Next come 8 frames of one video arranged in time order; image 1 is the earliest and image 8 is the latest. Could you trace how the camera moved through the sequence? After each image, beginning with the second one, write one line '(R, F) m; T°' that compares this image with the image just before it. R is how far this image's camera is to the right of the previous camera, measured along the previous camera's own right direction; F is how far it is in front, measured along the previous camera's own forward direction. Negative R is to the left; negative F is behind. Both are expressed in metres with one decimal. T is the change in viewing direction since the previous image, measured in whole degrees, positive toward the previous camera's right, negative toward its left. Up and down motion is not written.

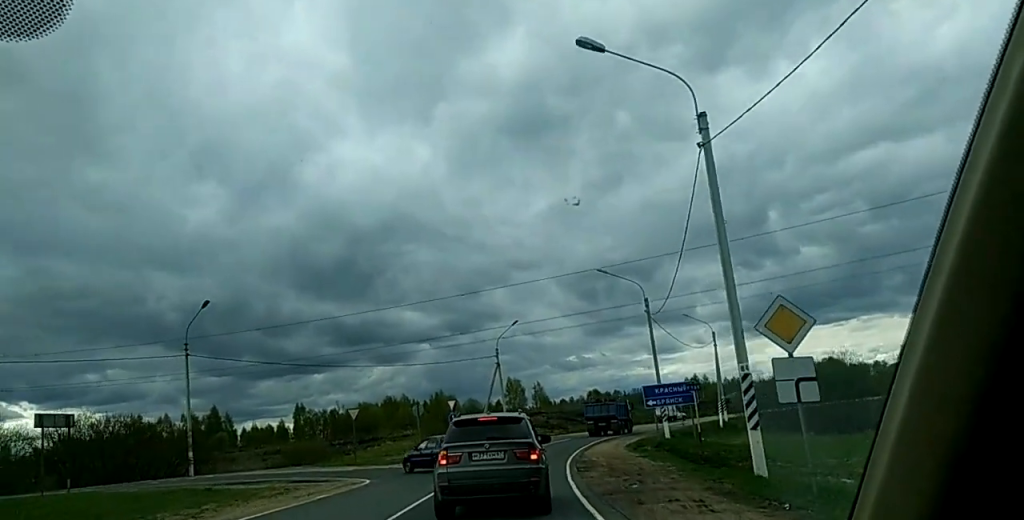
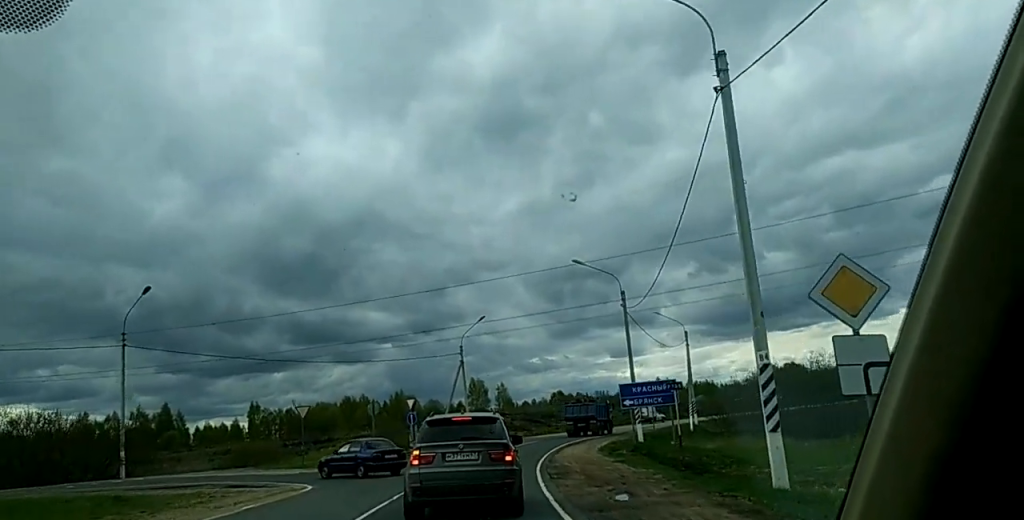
(+0.3, +3.3) m; +2°
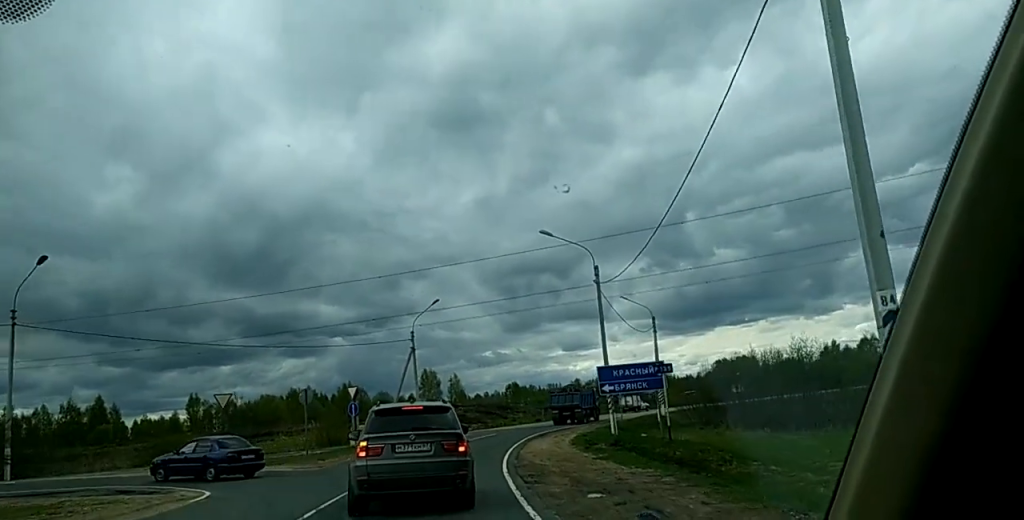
(+0.3, +5.5) m; +3°
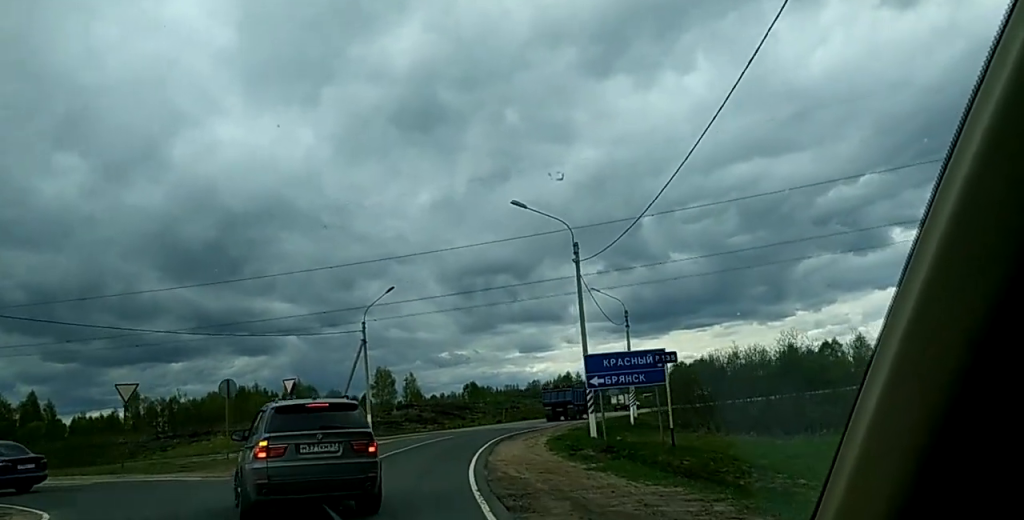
(0.0, +5.3) m; +1°
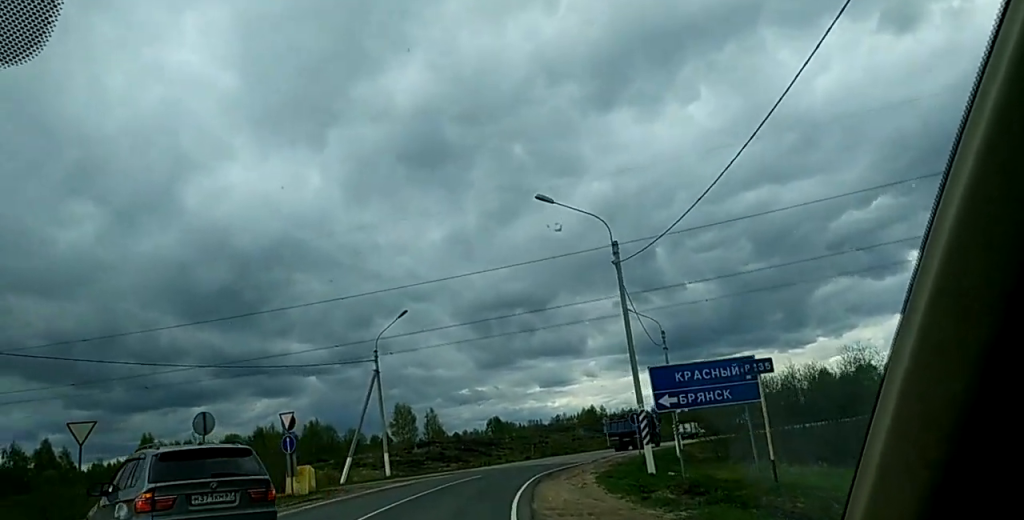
(+0.1, +5.0) m; -2°
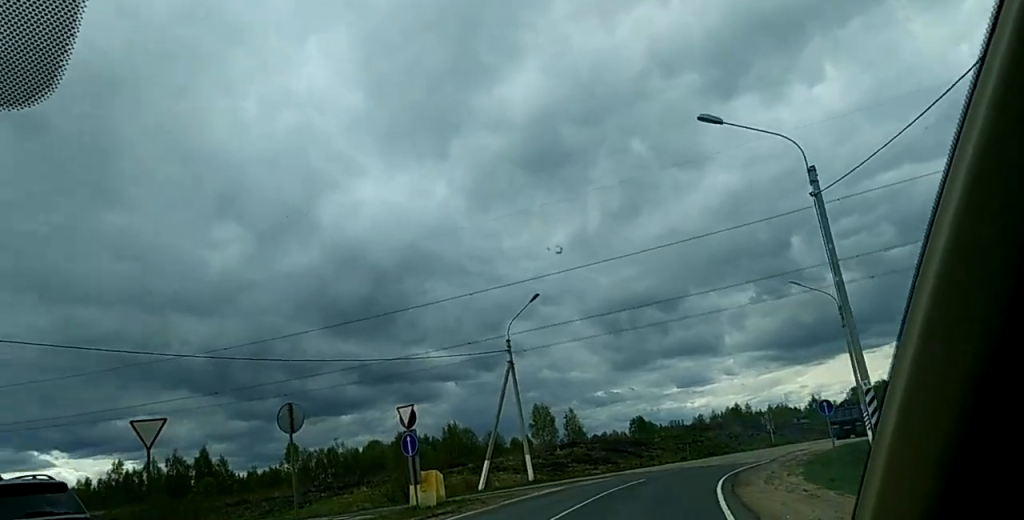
(-0.4, +6.6) m; -11°
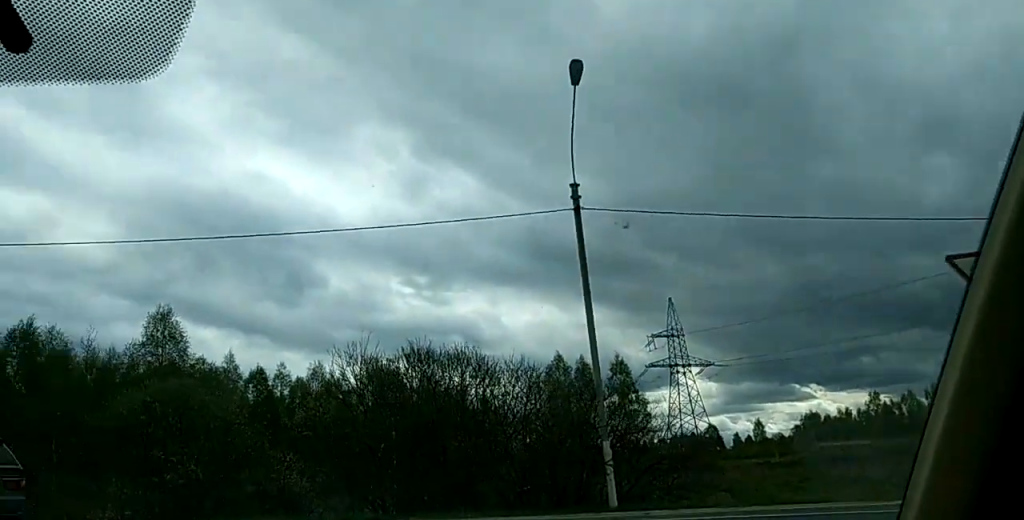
(-4.5, +11.0) m; -54°
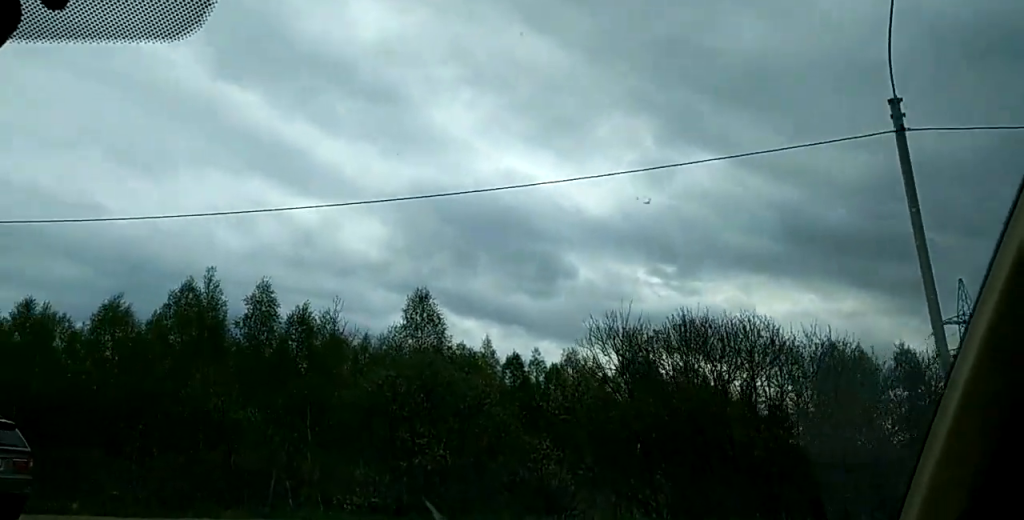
(-0.8, +4.0) m; -18°
